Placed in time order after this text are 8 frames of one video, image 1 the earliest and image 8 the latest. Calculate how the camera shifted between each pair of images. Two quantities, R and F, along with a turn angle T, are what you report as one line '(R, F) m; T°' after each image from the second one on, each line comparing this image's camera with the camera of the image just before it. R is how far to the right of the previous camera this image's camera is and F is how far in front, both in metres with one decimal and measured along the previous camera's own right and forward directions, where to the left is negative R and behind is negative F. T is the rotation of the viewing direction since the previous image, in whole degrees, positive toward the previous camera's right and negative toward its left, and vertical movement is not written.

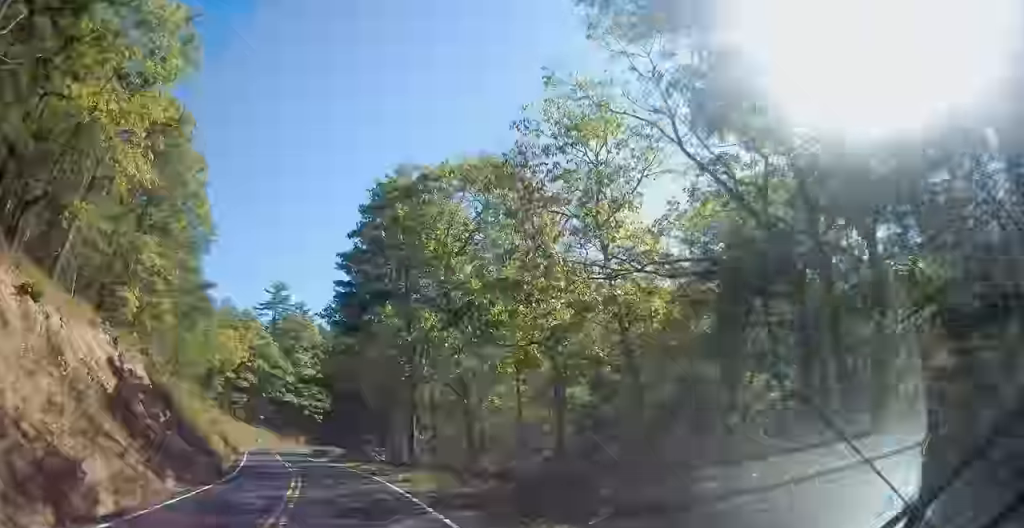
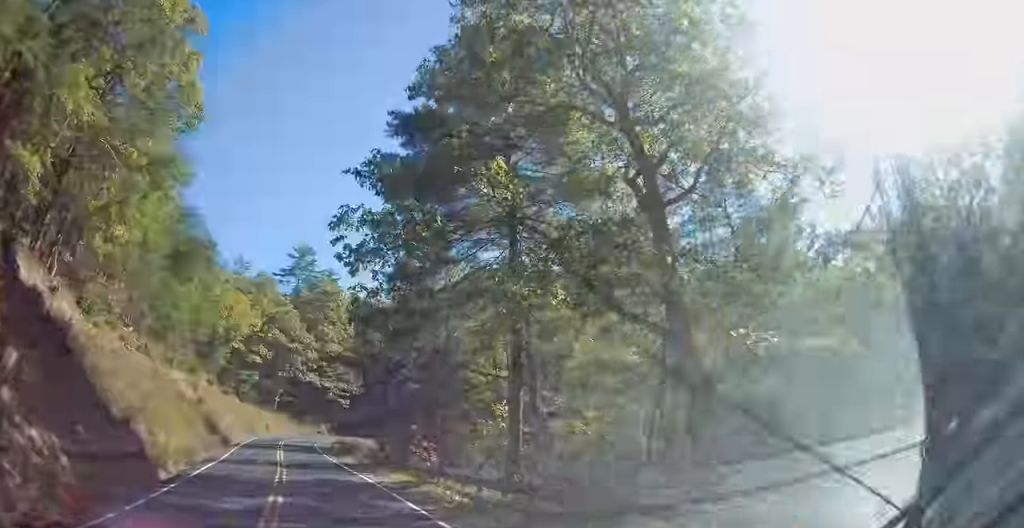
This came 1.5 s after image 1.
(+0.1, +18.7) m; -2°
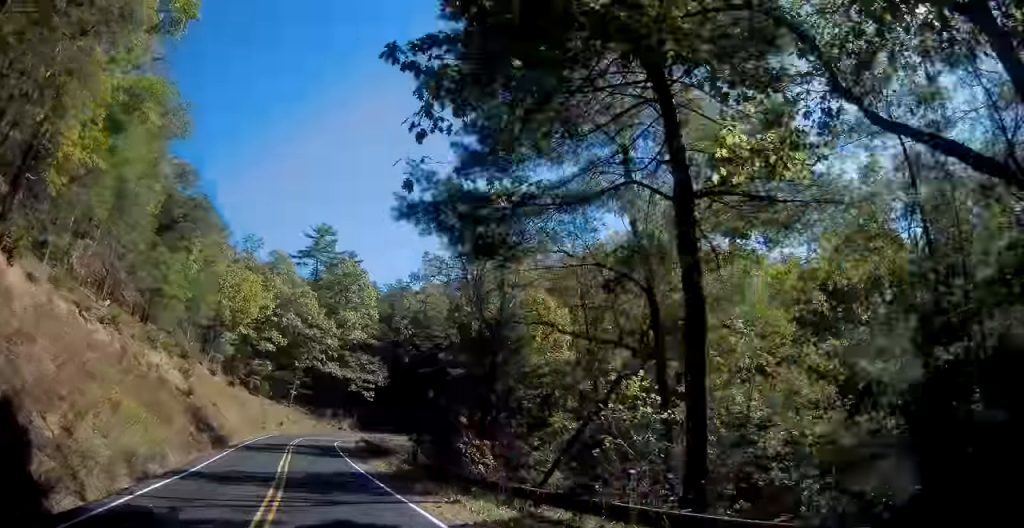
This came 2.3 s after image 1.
(-0.4, +10.2) m; -2°
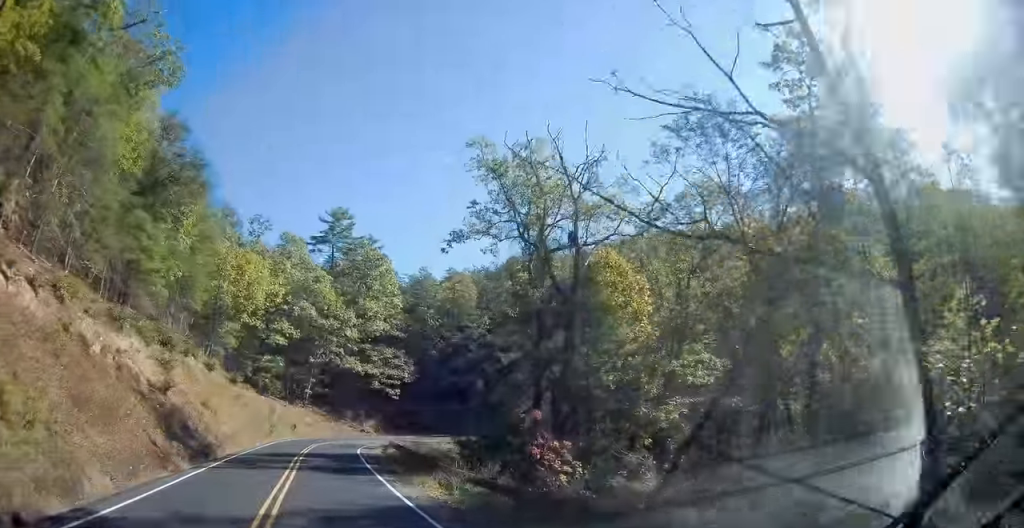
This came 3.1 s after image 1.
(-0.1, +10.0) m; -1°
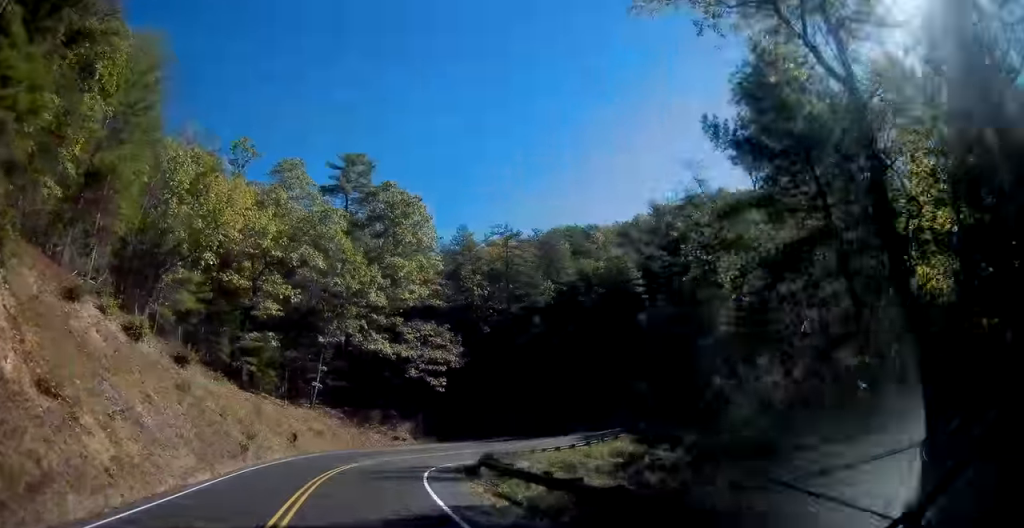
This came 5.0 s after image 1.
(-0.3, +24.1) m; -1°
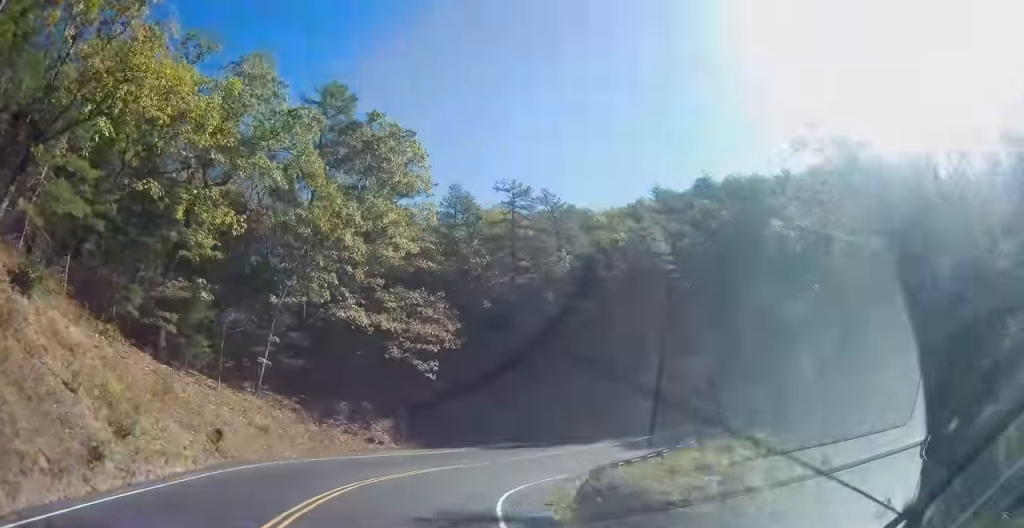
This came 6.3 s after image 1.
(+0.2, +15.4) m; +5°
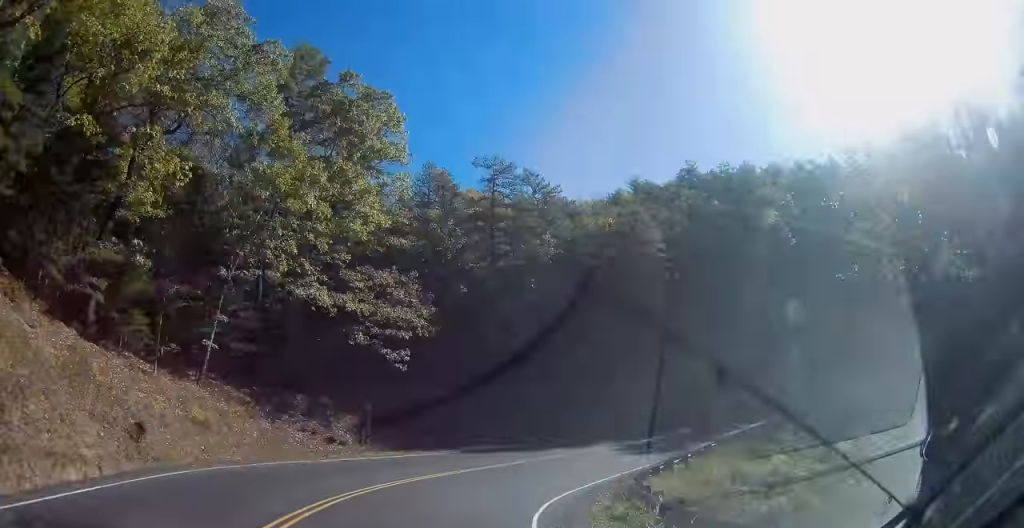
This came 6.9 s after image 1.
(+0.2, +6.0) m; +5°
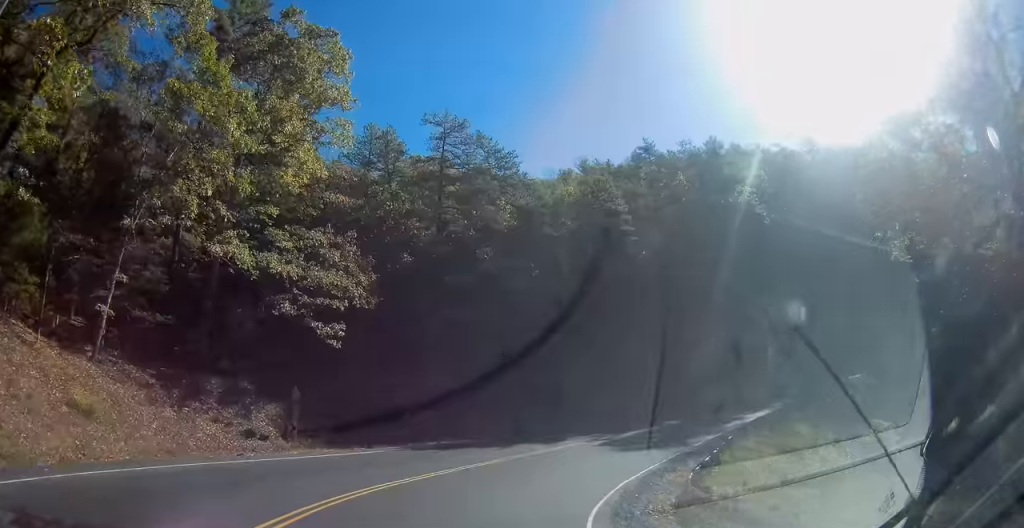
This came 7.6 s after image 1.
(+0.2, +7.0) m; +8°
